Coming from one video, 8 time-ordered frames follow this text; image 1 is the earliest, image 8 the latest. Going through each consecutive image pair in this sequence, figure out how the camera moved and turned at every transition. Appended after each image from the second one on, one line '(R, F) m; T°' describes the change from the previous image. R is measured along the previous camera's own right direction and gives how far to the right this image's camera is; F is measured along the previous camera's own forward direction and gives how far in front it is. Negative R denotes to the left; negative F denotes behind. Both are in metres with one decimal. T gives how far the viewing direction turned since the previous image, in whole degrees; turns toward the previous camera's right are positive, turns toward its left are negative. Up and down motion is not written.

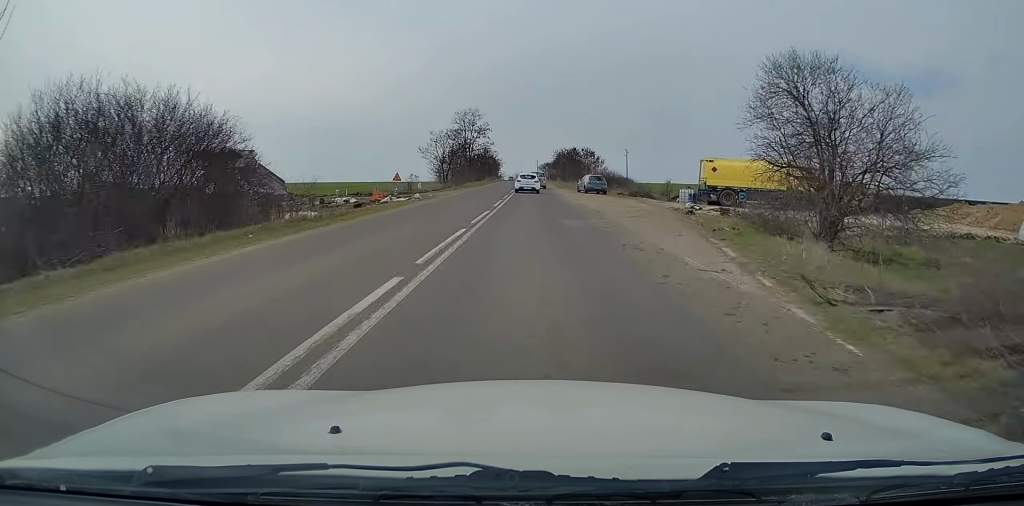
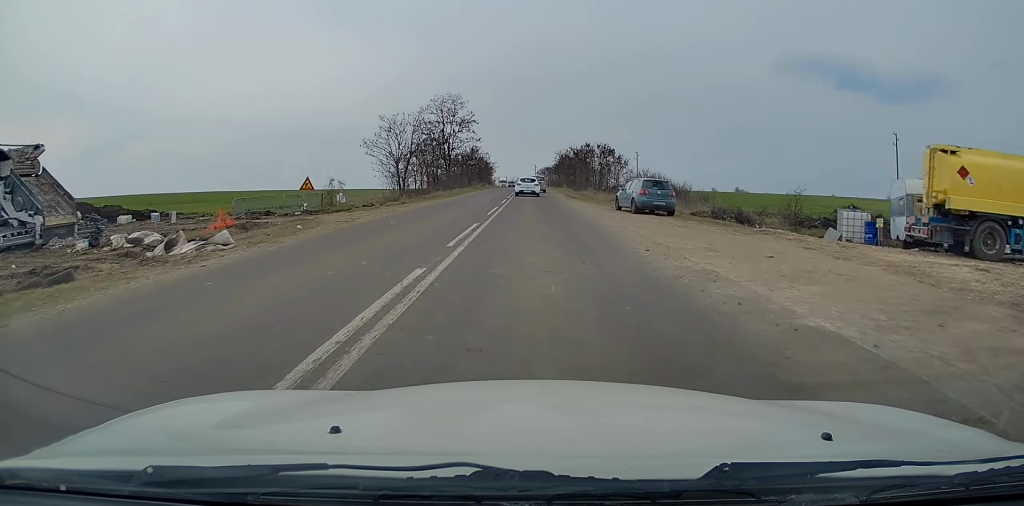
(-0.1, +24.2) m; 0°
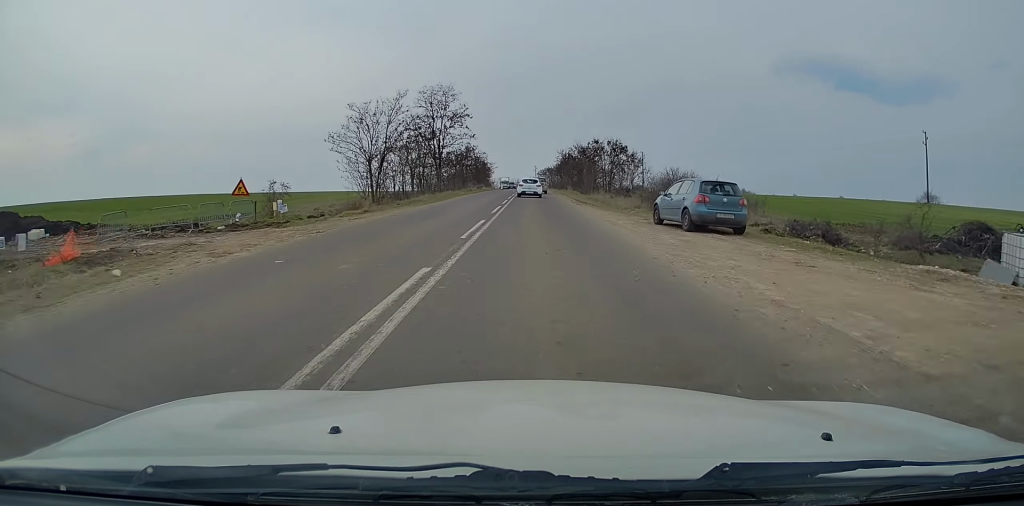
(+0.1, +8.8) m; 0°
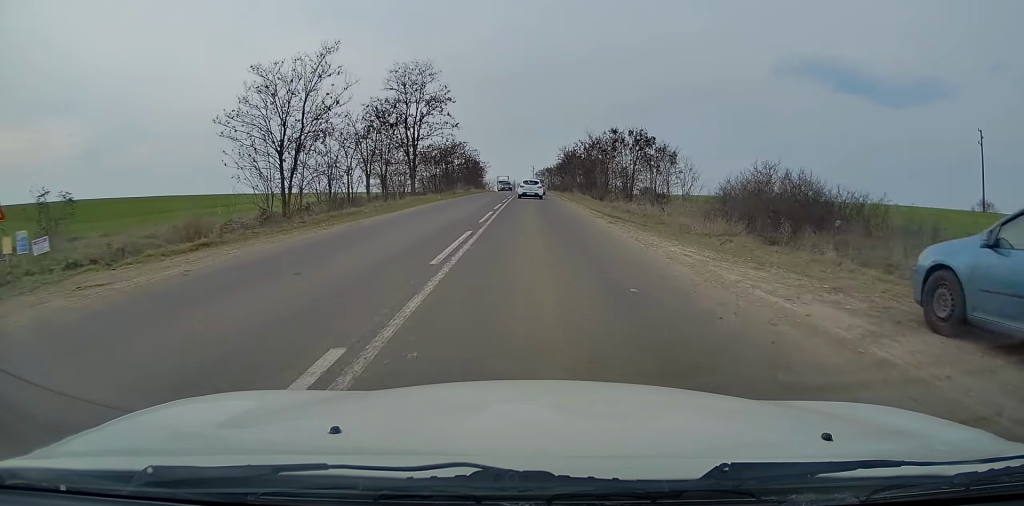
(-0.1, +14.6) m; 0°
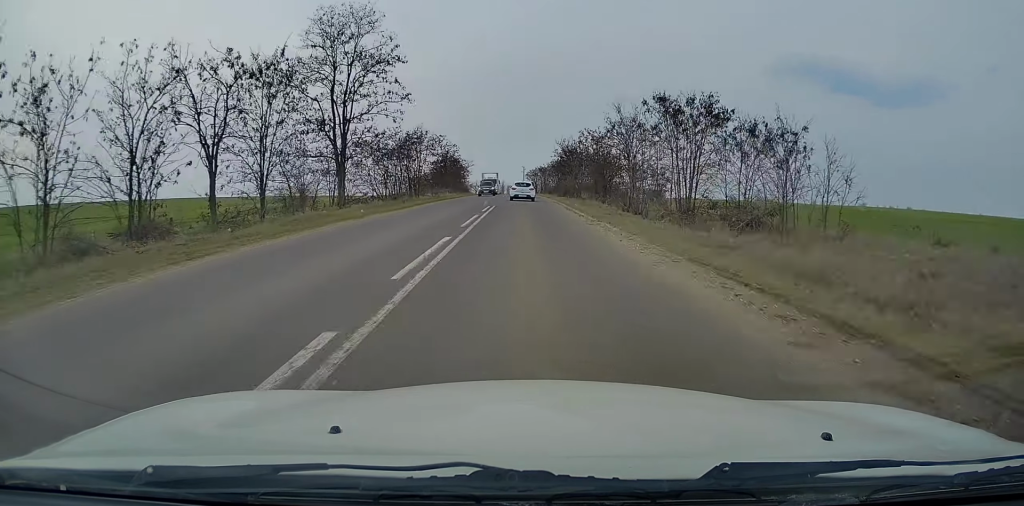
(0.0, +19.7) m; +1°
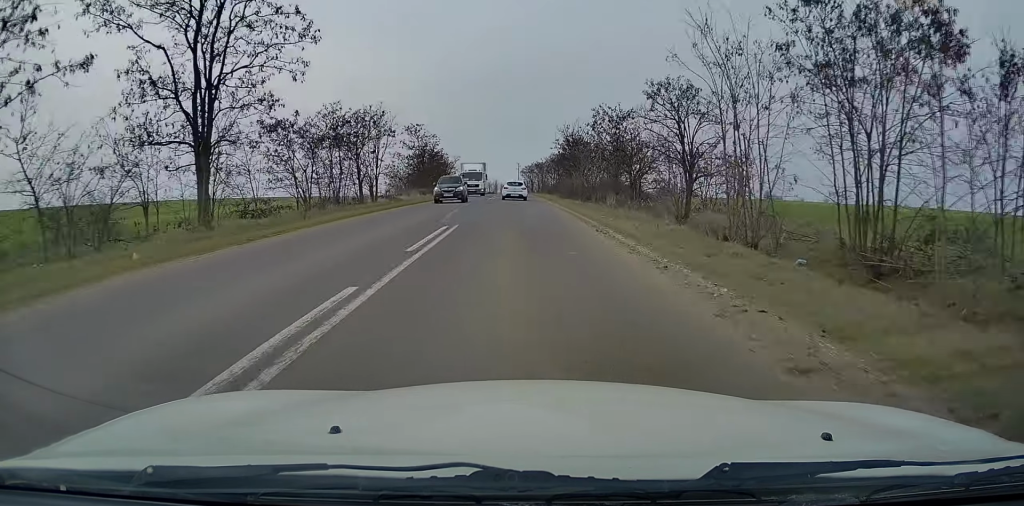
(+0.1, +16.0) m; +1°
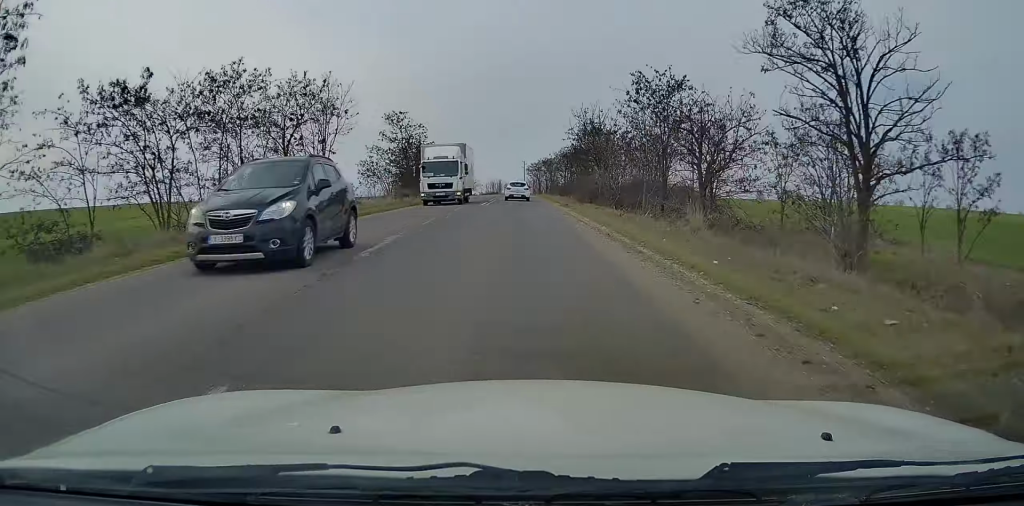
(+0.2, +13.8) m; 0°
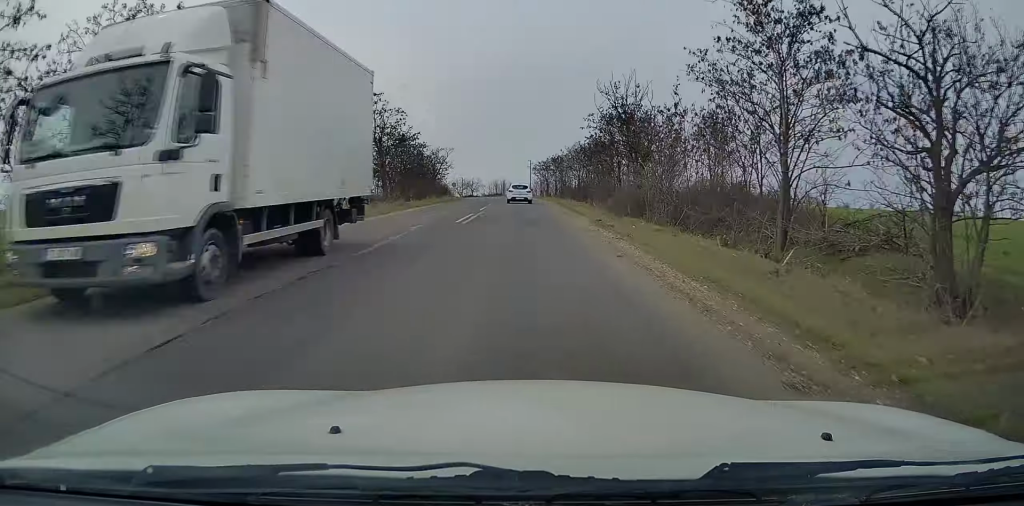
(-0.2, +13.8) m; -1°
